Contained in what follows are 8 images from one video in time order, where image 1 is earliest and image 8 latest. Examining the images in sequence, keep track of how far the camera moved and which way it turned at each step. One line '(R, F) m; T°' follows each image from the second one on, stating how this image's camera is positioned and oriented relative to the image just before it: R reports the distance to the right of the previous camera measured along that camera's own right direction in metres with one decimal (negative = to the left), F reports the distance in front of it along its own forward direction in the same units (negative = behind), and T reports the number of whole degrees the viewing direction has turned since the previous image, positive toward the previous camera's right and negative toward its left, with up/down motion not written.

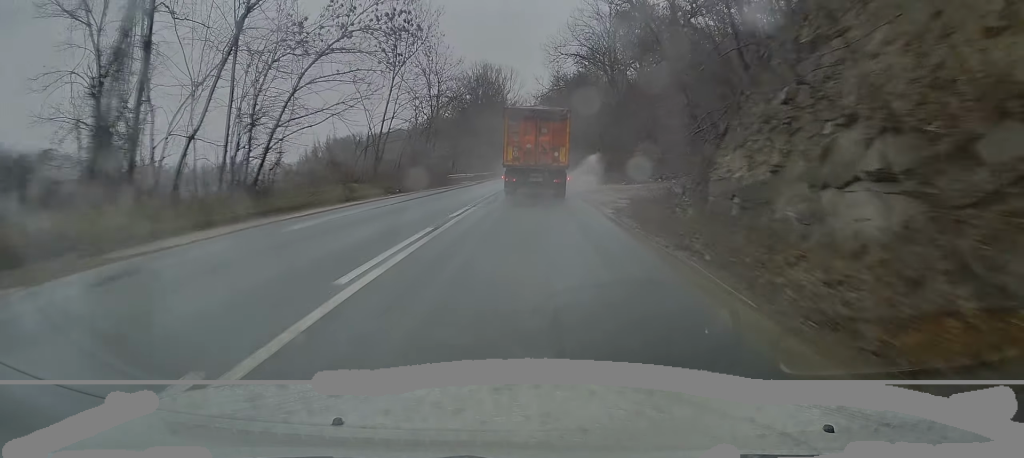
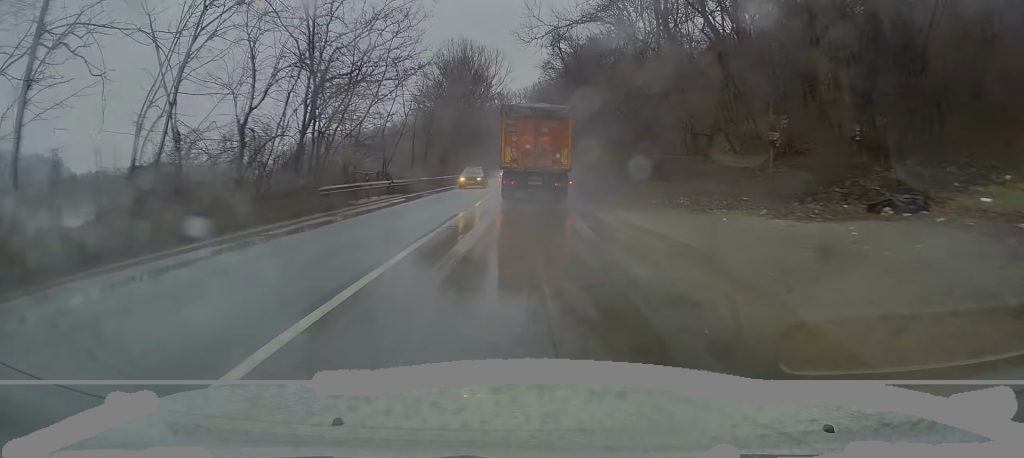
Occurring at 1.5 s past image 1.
(+0.3, +28.7) m; +1°
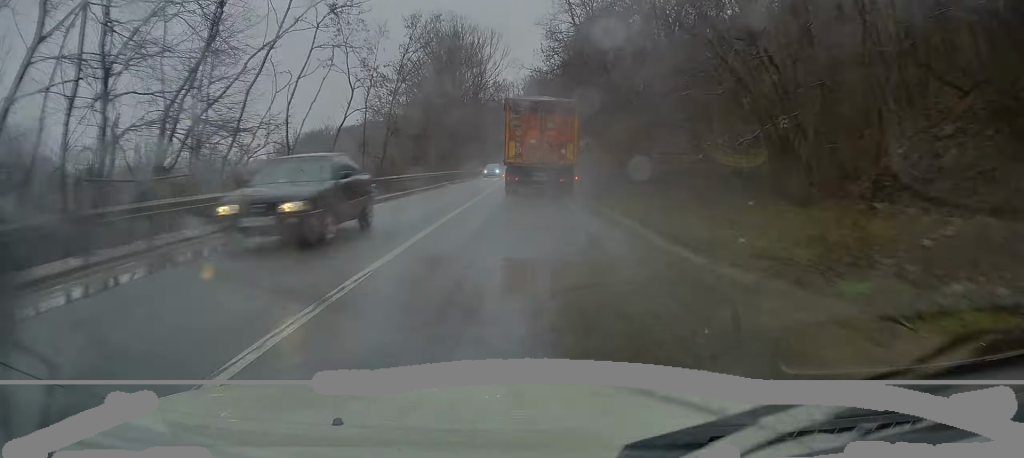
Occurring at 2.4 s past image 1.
(+0.1, +16.0) m; 0°
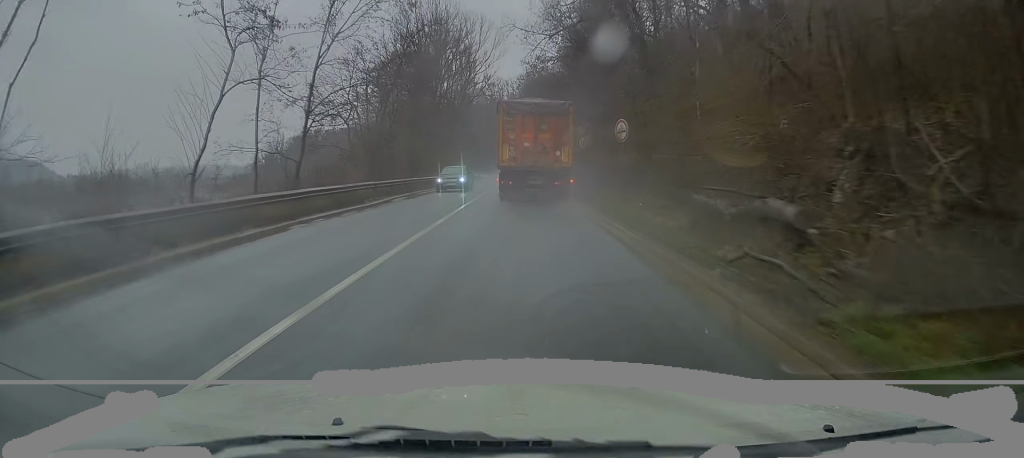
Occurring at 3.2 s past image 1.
(-0.1, +15.2) m; 0°
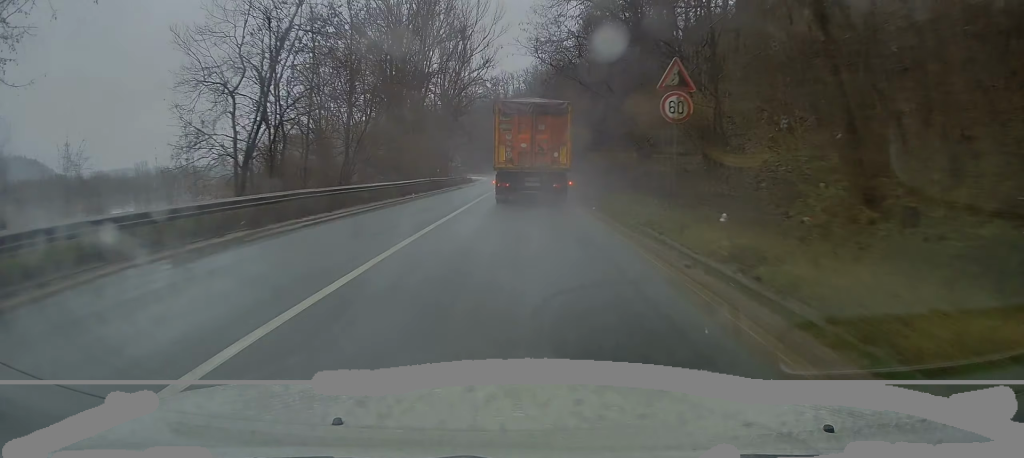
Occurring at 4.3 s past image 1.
(+0.2, +20.4) m; +1°
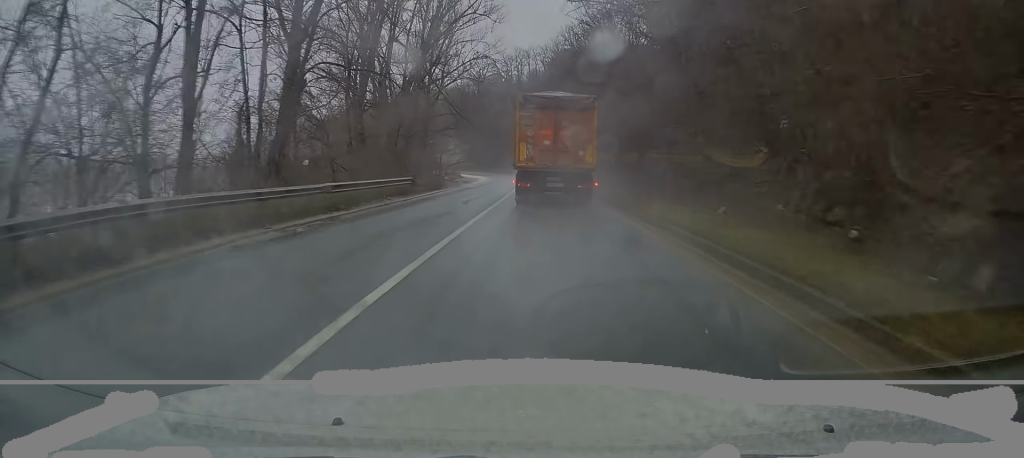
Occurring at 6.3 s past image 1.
(-0.4, +36.1) m; -3°
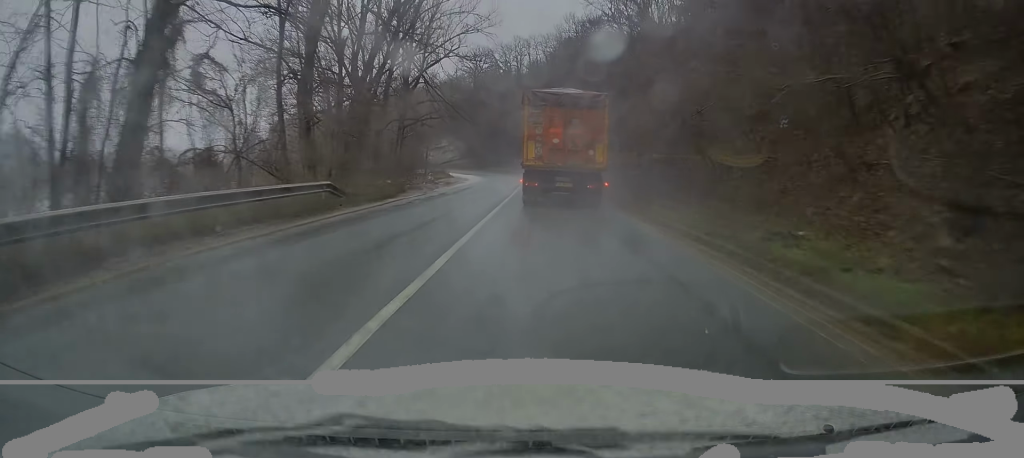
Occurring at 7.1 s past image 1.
(-0.2, +13.1) m; -1°
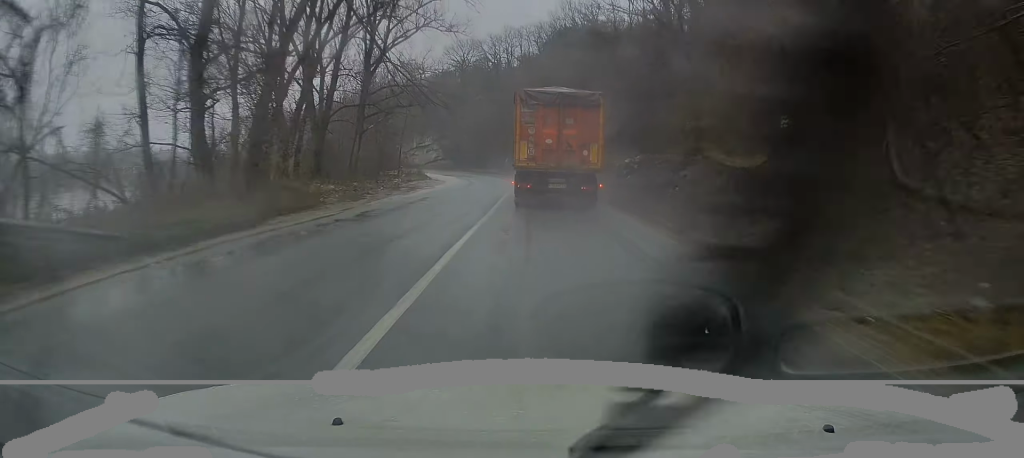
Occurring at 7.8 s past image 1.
(-0.1, +12.5) m; 0°
